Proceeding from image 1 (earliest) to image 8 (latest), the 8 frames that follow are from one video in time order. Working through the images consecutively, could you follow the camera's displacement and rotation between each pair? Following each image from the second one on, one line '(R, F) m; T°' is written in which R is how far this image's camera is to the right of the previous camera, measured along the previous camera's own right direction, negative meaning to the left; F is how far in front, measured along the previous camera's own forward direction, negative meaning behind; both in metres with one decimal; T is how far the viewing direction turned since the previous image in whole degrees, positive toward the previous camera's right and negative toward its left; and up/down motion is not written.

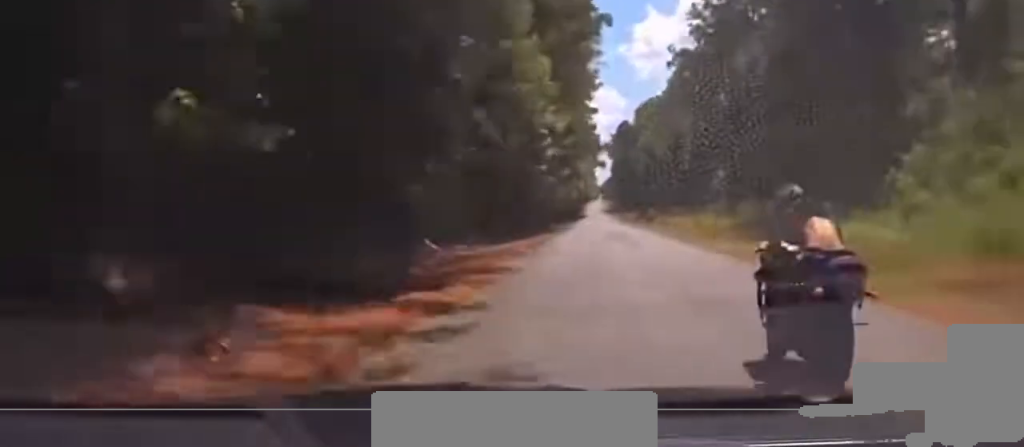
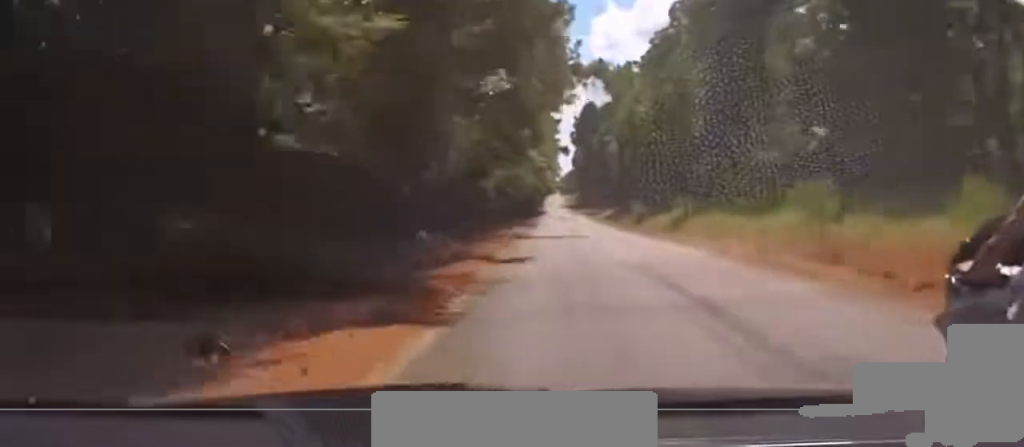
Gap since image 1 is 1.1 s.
(0.0, +40.0) m; 0°
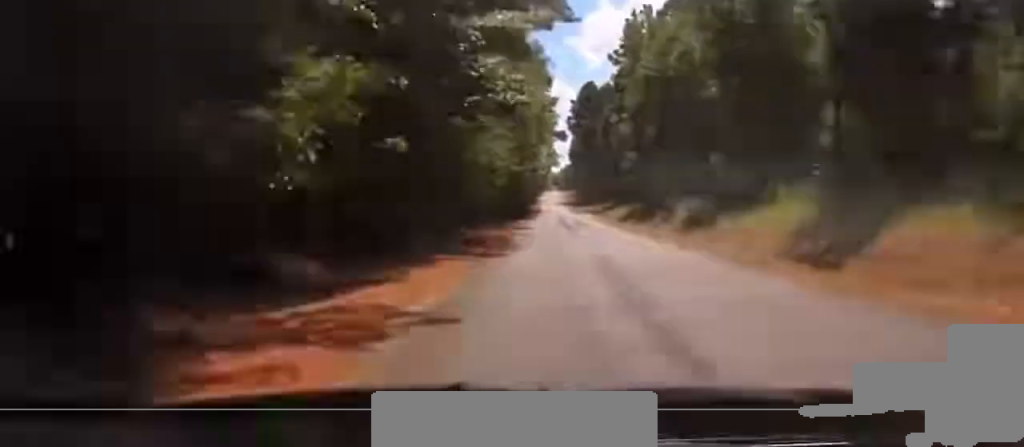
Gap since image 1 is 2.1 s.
(+0.1, +30.1) m; 0°
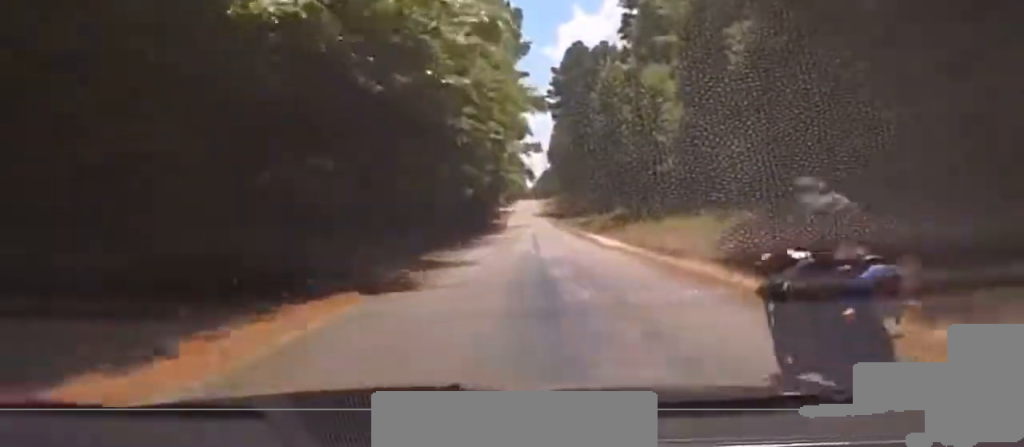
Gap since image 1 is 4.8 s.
(+1.0, +67.3) m; +1°
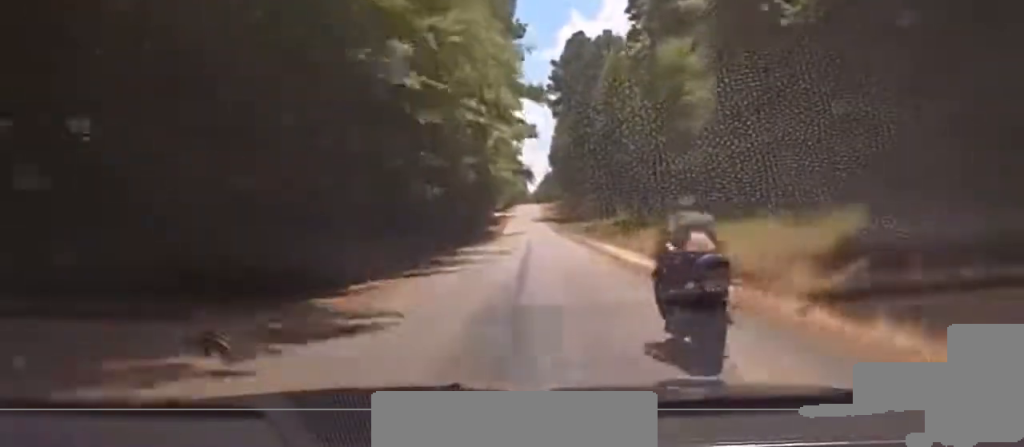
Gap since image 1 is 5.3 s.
(-0.1, +12.4) m; 0°
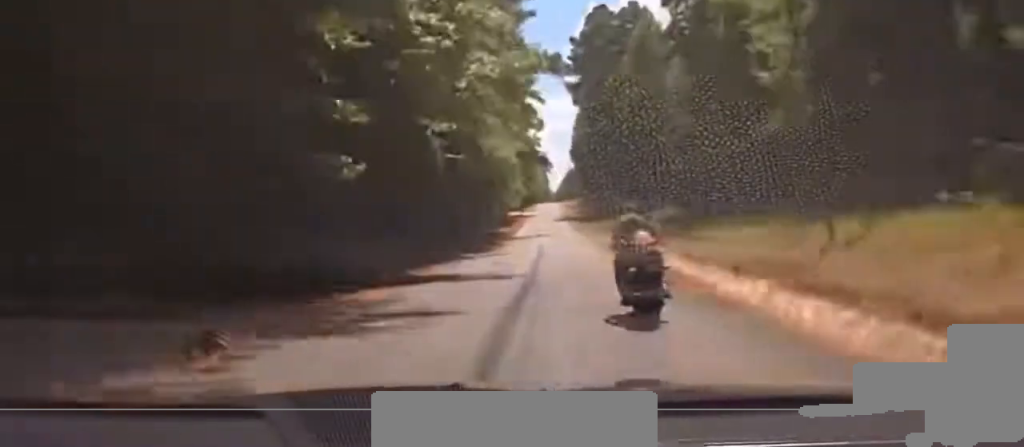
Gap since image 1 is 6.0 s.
(-0.2, +15.8) m; -1°
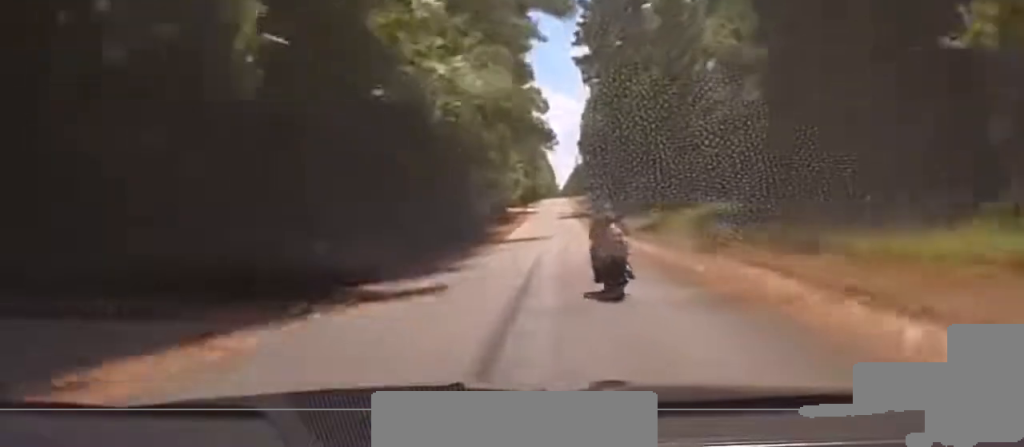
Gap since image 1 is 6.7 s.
(0.0, +18.9) m; 0°
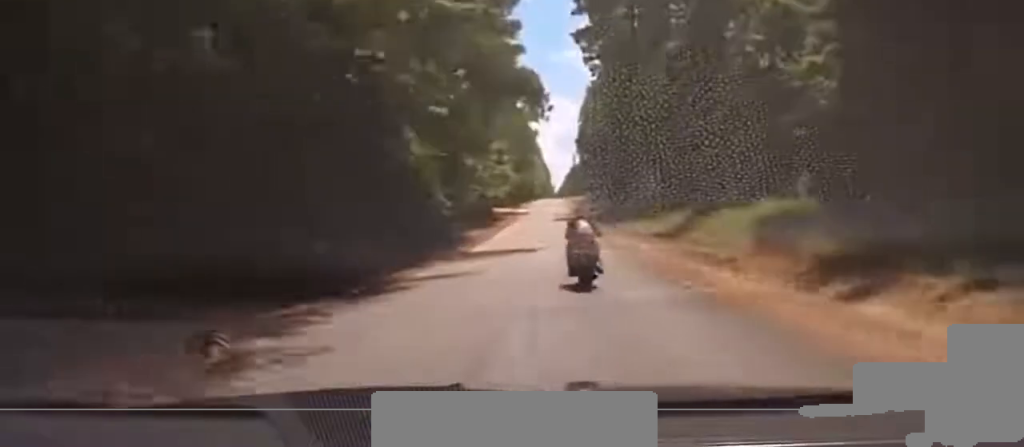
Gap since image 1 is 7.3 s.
(0.0, +17.4) m; 0°
